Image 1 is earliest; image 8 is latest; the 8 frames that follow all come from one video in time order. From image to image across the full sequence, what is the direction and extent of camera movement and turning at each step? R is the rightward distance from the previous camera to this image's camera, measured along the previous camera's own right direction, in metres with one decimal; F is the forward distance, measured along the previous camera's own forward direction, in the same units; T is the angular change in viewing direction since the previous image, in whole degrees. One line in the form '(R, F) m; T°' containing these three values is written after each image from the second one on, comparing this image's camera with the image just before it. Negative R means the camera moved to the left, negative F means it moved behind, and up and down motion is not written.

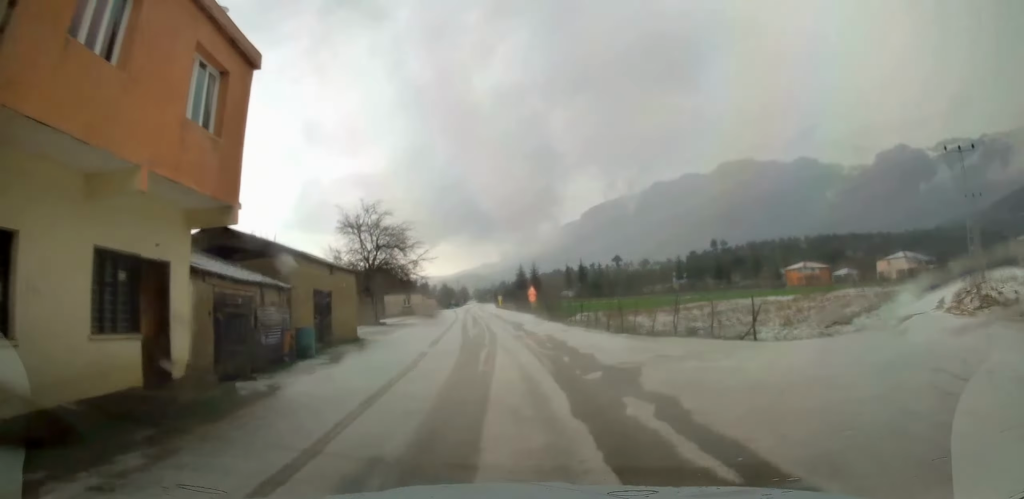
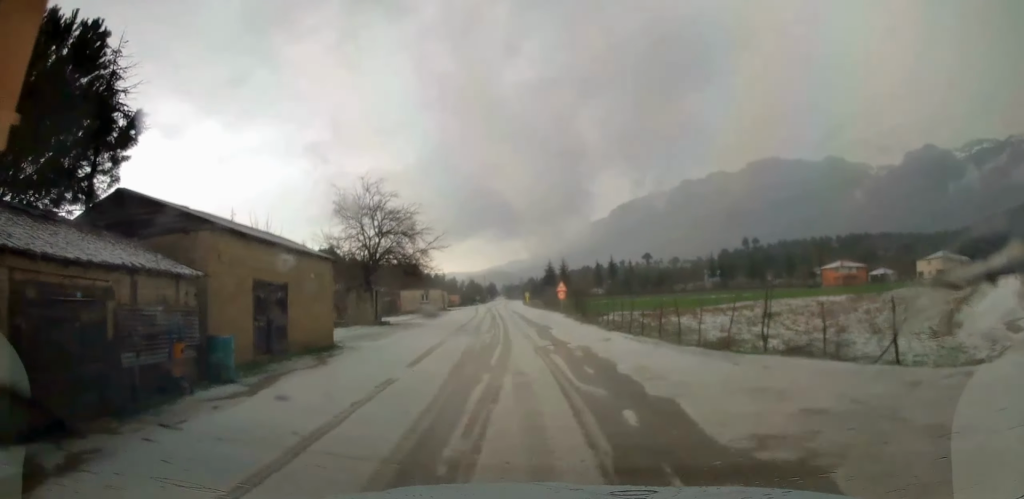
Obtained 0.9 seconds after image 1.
(0.0, +6.2) m; 0°
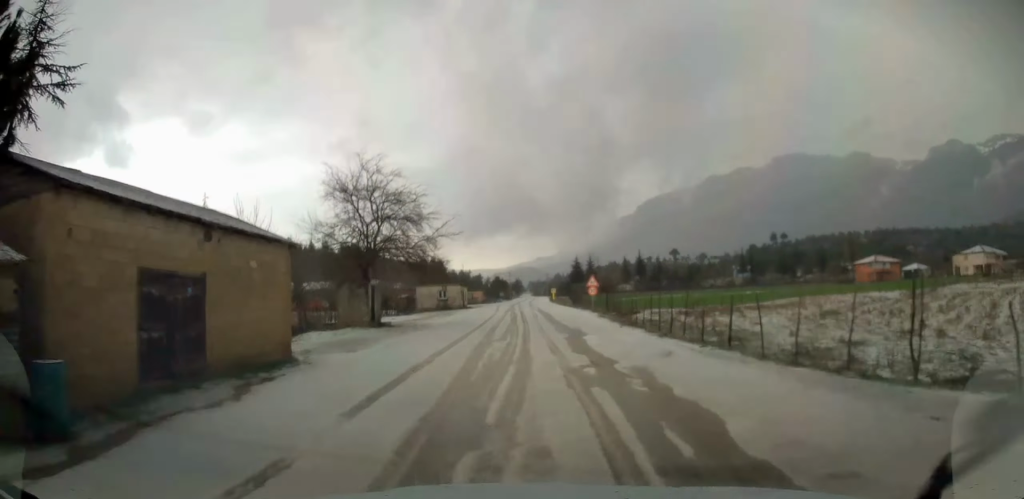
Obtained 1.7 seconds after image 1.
(+0.1, +5.5) m; -1°
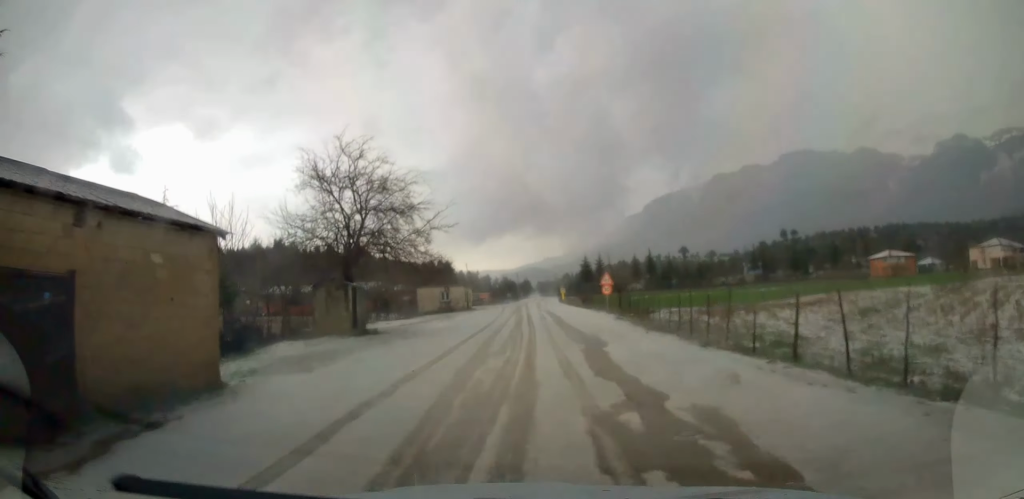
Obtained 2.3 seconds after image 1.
(-0.1, +3.9) m; -1°
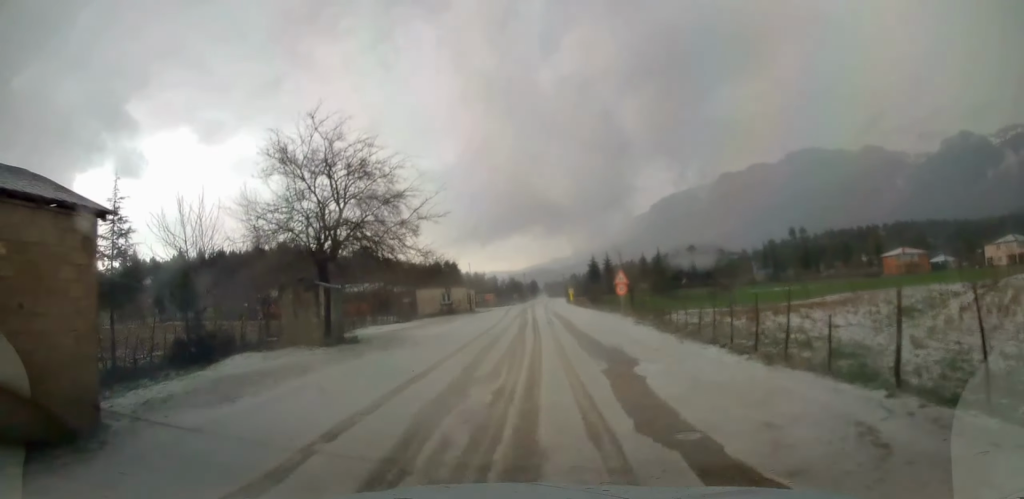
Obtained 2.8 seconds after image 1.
(0.0, +3.7) m; -1°
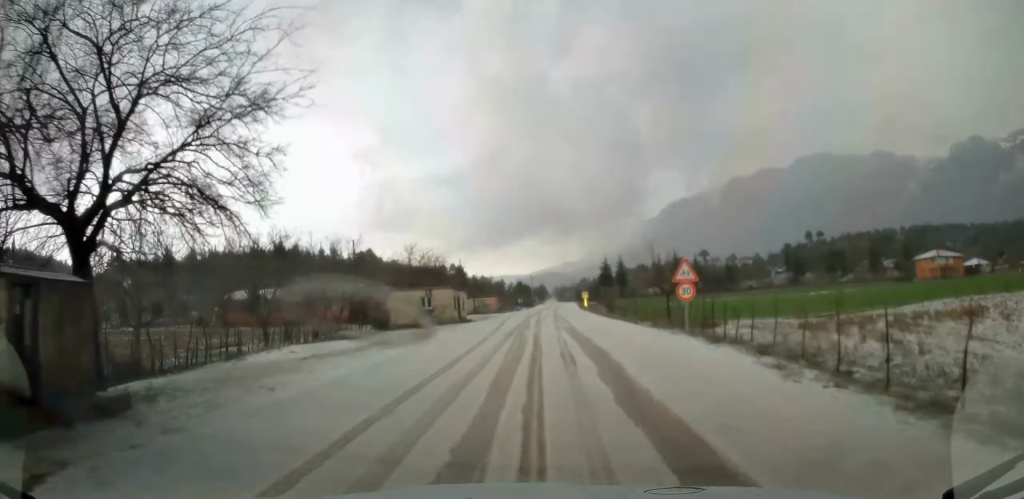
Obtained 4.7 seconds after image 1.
(0.0, +13.3) m; -1°
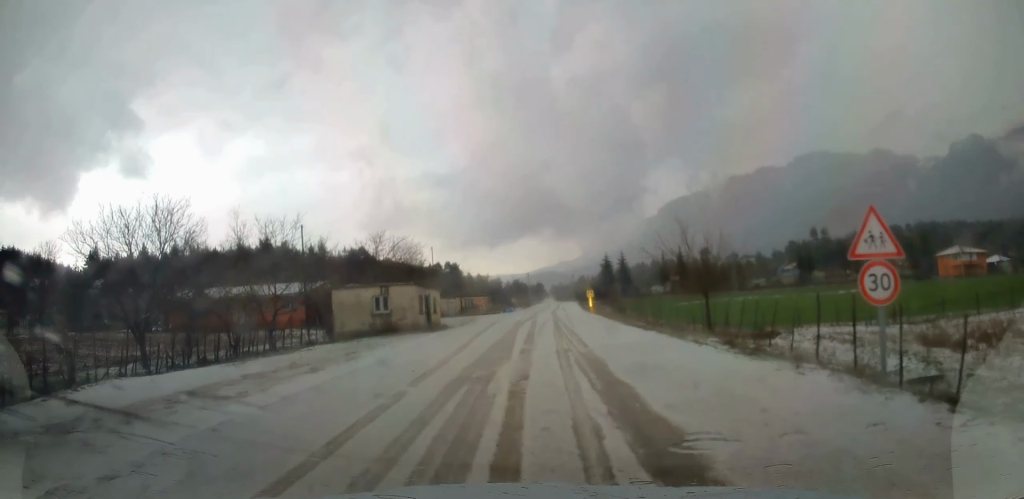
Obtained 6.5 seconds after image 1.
(-0.2, +11.8) m; 0°
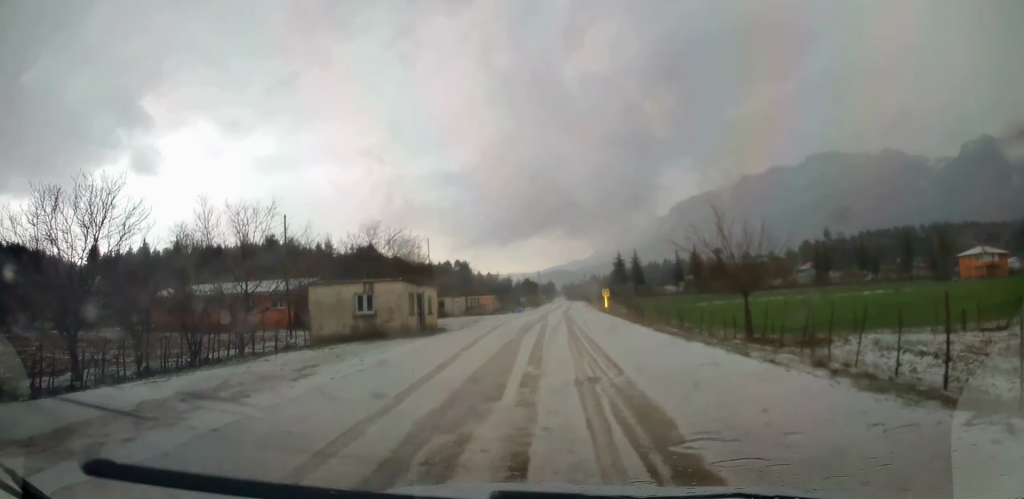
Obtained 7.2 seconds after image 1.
(0.0, +5.1) m; 0°
